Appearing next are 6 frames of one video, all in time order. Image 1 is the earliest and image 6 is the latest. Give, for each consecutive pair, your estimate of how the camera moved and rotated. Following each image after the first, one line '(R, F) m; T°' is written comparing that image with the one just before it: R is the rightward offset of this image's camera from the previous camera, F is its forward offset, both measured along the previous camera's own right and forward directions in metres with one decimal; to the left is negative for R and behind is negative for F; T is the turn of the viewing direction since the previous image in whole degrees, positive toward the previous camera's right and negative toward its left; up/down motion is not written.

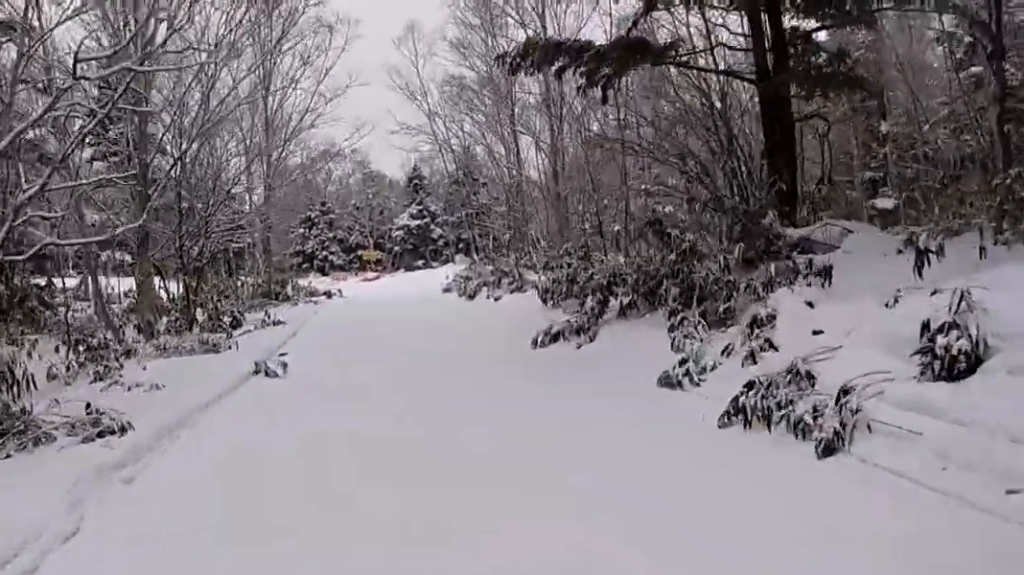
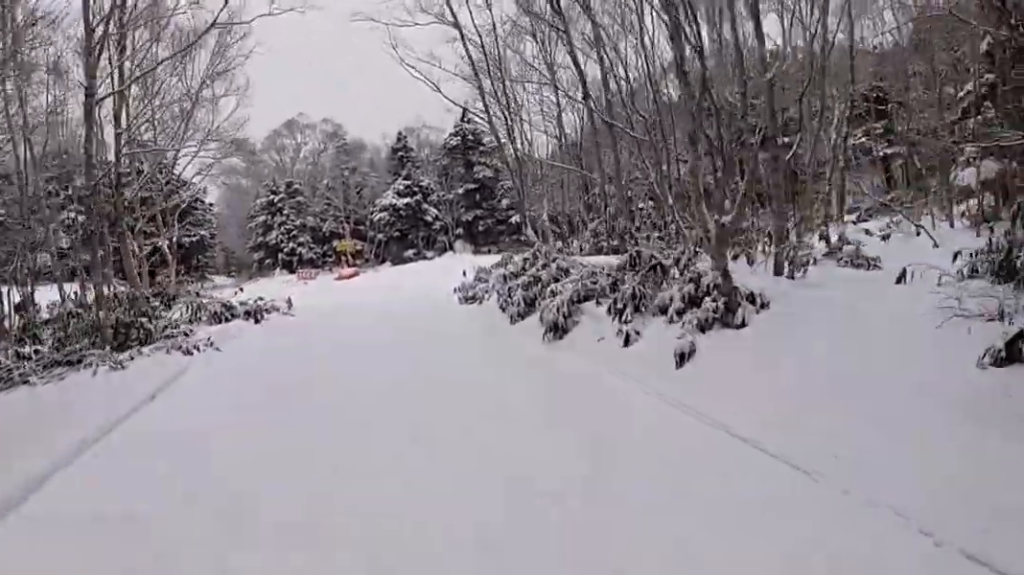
(0.0, +12.7) m; 0°
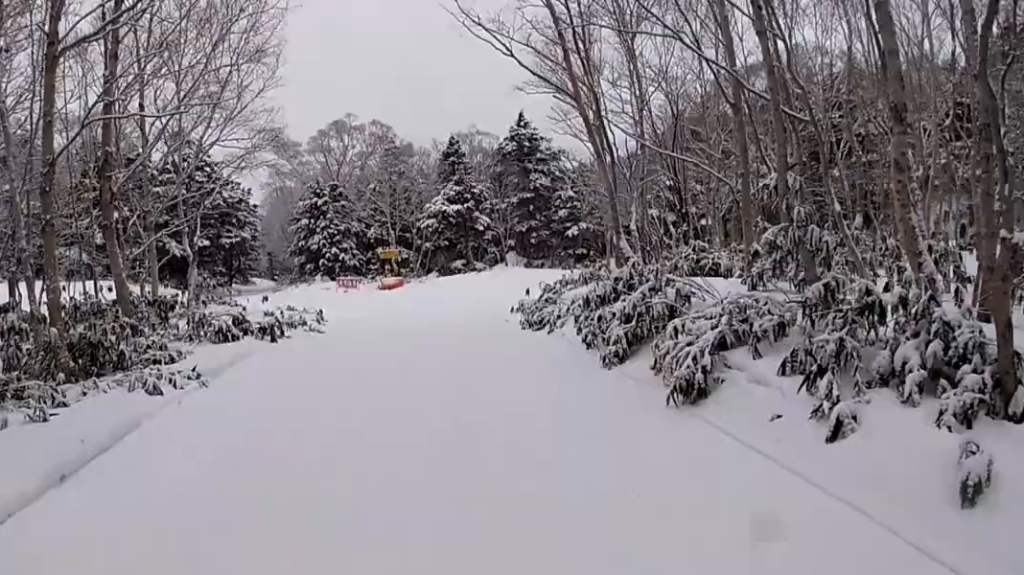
(0.0, +2.9) m; 0°
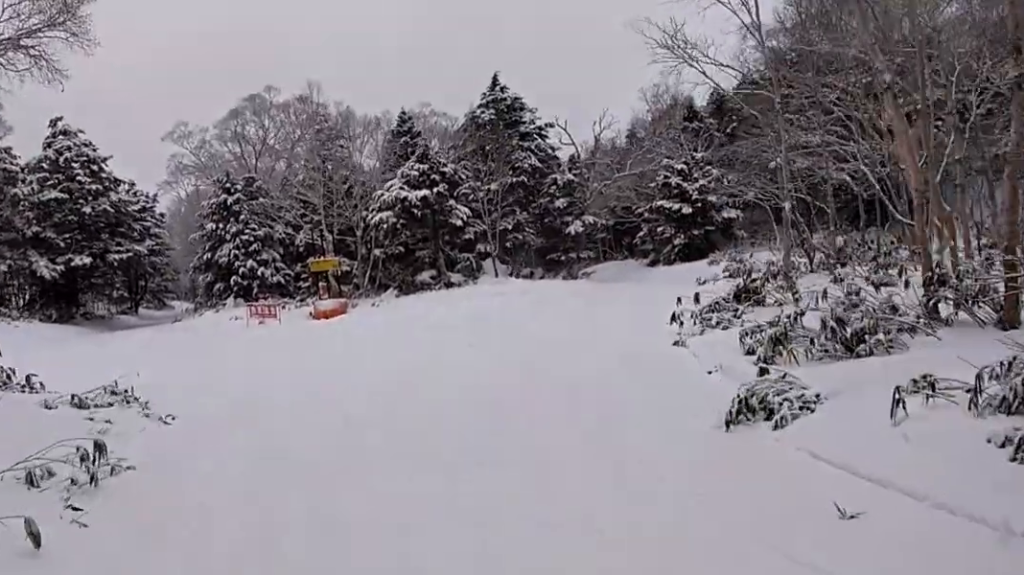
(0.0, +13.5) m; -11°
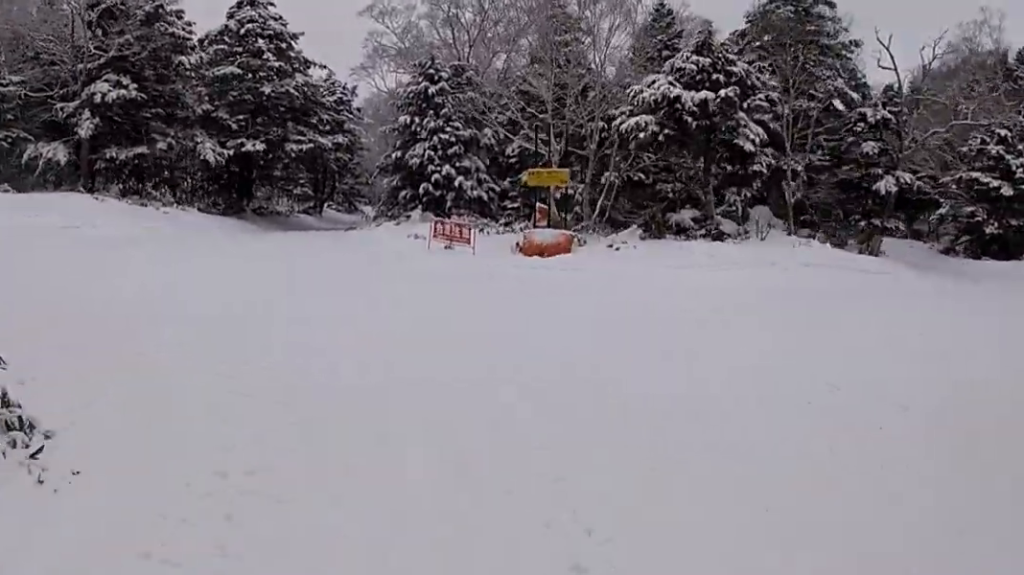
(-1.7, +7.4) m; -20°
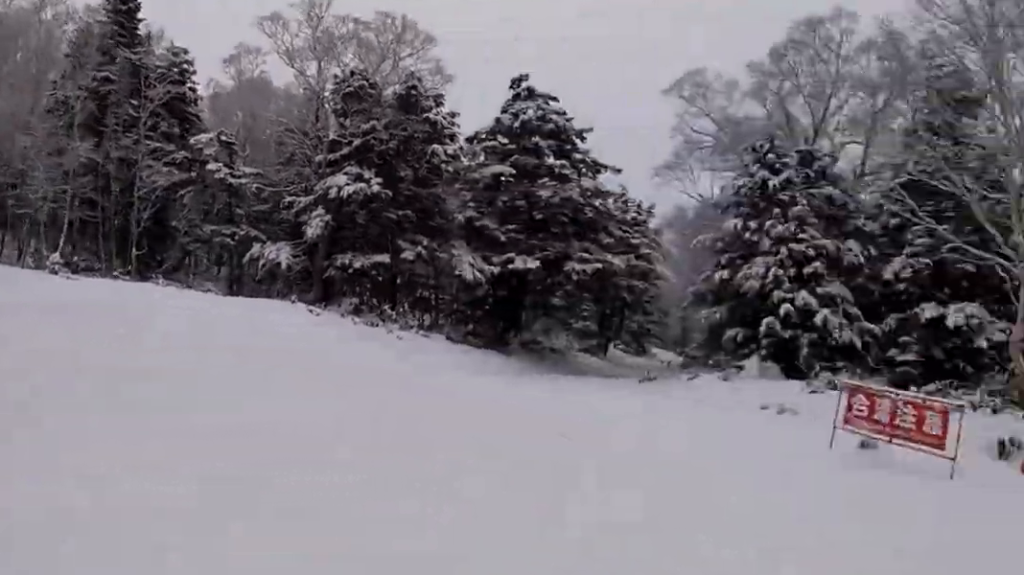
(-0.2, +9.4) m; +8°
